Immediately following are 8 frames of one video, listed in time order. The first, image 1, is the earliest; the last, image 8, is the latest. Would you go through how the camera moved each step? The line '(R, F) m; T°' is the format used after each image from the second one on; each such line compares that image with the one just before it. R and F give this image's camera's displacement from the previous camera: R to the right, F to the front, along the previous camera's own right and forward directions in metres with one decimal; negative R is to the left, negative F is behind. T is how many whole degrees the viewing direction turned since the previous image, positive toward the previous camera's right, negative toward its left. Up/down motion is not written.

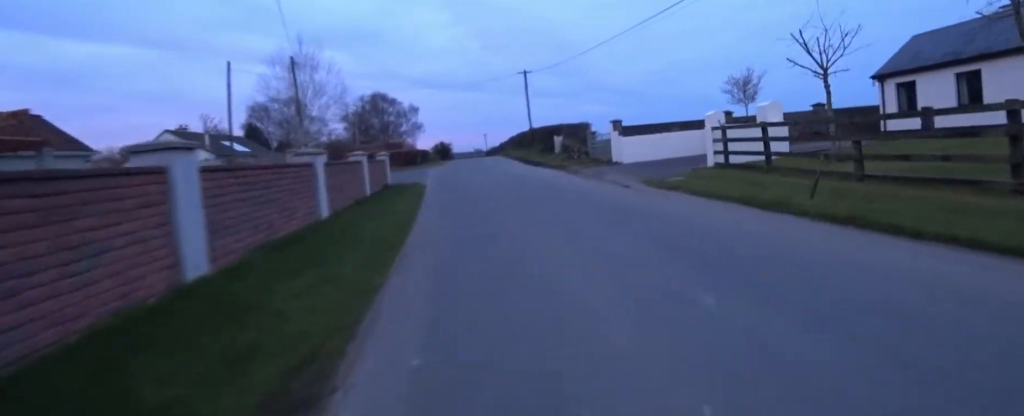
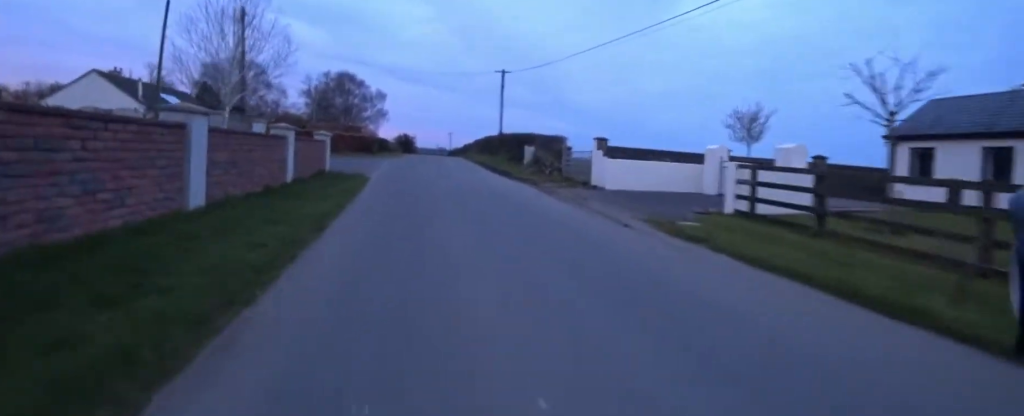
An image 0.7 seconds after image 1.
(0.0, +3.0) m; -6°
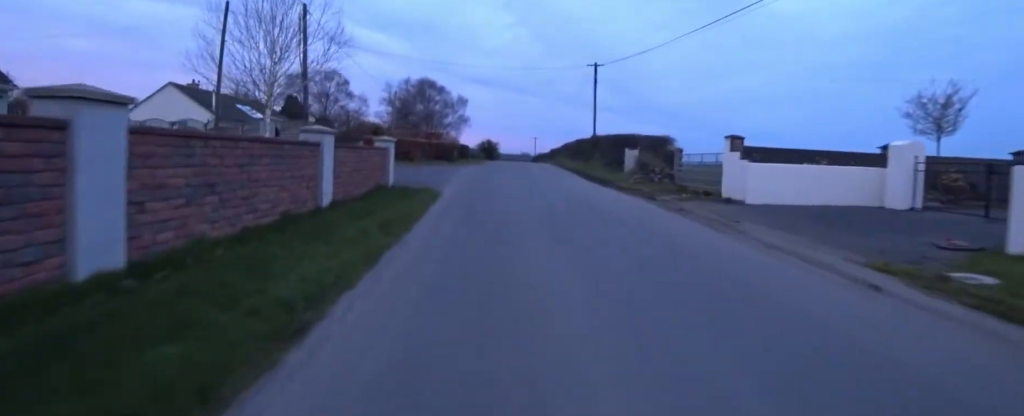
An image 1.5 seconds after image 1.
(-0.7, +3.7) m; -11°
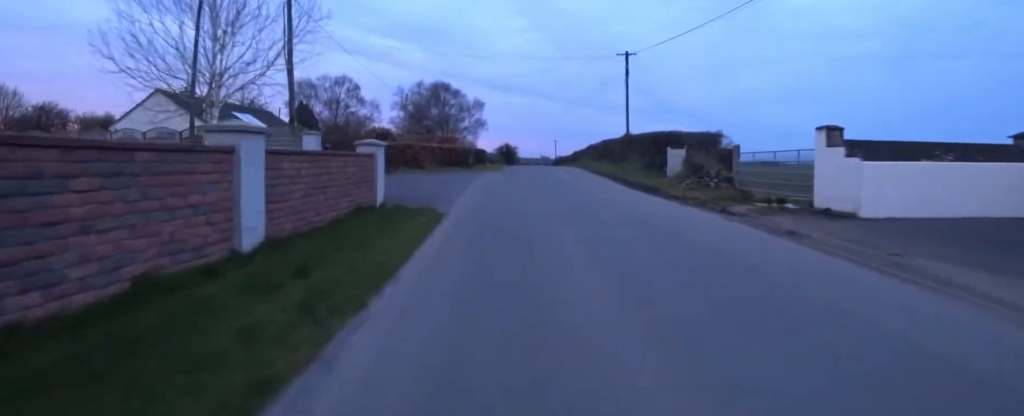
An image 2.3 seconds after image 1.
(0.0, +3.7) m; 0°
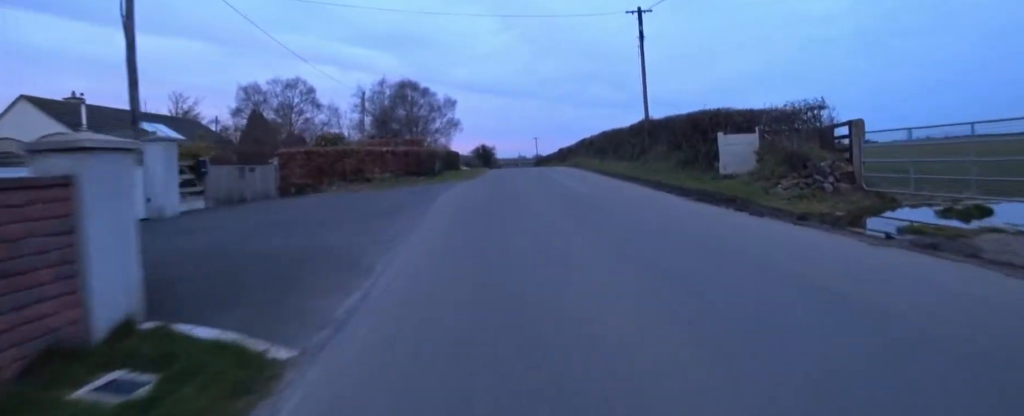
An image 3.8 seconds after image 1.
(+1.1, +6.8) m; +17°
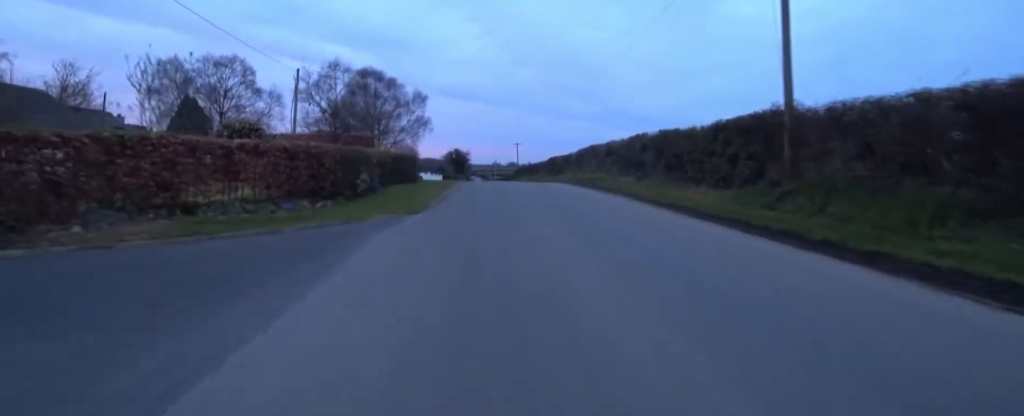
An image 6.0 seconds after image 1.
(+0.4, +8.7) m; +1°
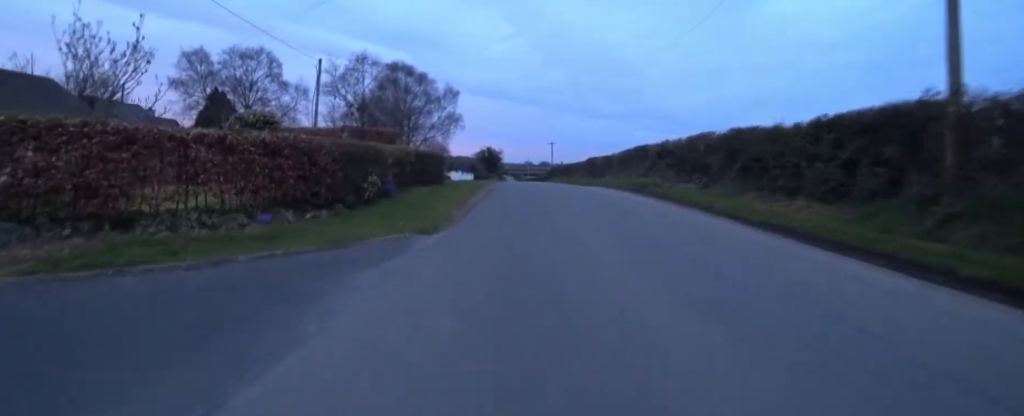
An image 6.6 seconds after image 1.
(+0.1, +2.1) m; -2°
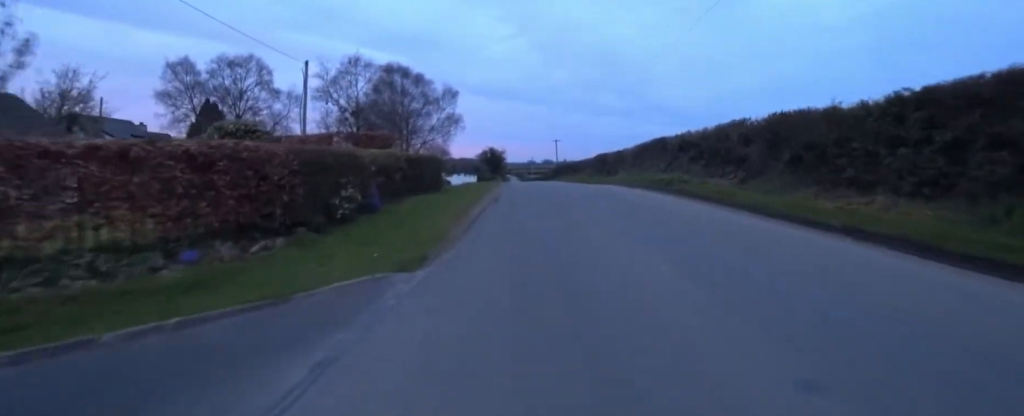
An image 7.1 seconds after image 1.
(-0.5, +1.8) m; -4°
